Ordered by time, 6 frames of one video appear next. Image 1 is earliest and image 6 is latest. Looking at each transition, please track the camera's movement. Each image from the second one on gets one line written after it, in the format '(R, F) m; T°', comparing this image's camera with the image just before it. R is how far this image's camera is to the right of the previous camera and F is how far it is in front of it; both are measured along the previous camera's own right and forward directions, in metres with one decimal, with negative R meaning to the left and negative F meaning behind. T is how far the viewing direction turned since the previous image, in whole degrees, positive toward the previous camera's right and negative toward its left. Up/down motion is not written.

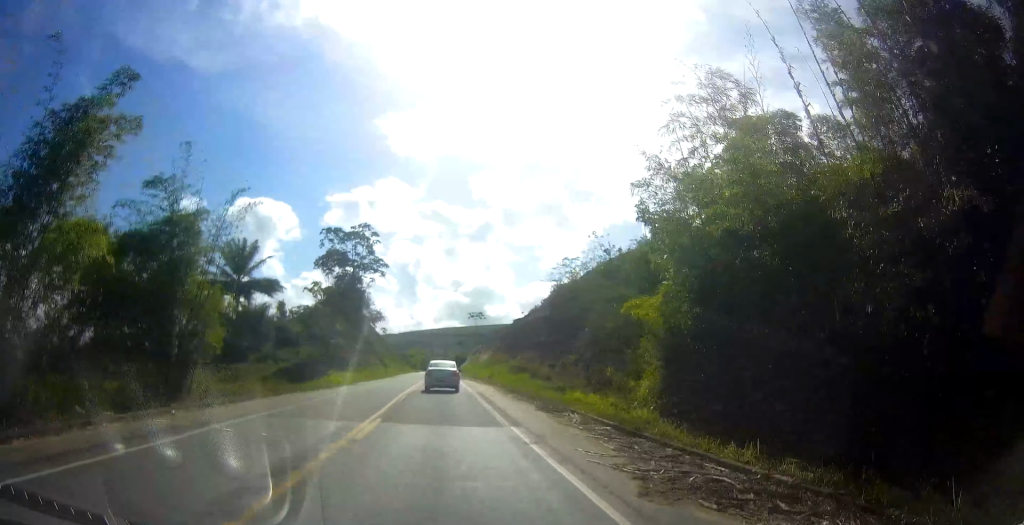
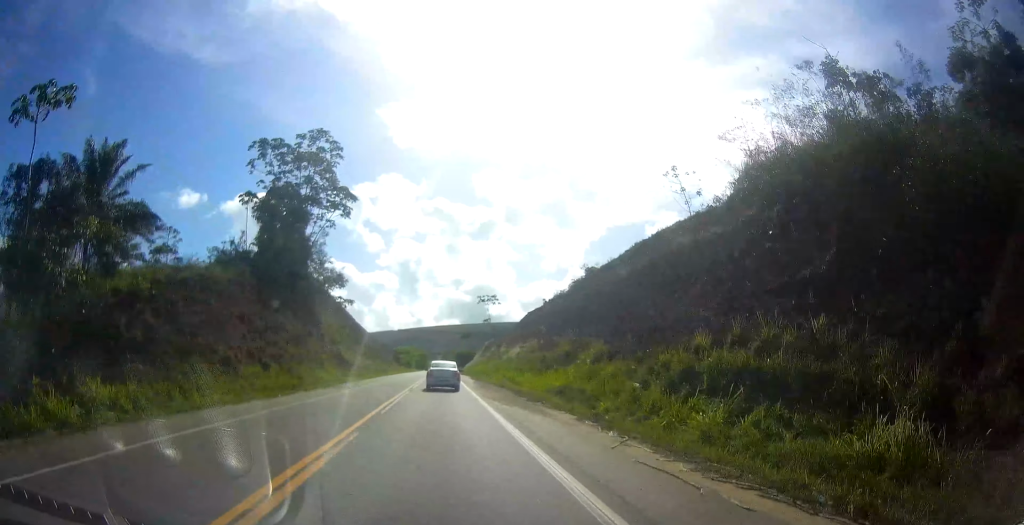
(+1.0, +38.2) m; +2°
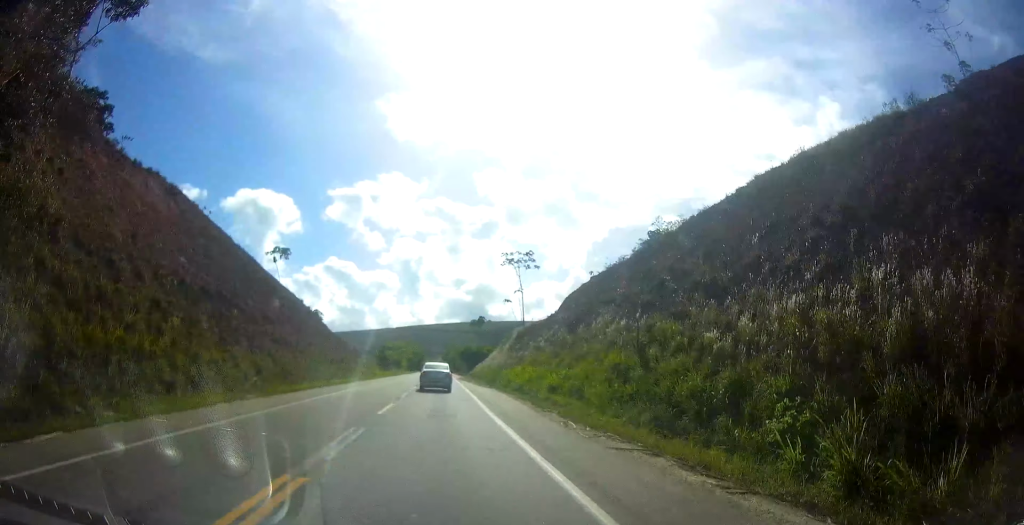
(+0.4, +47.3) m; +1°
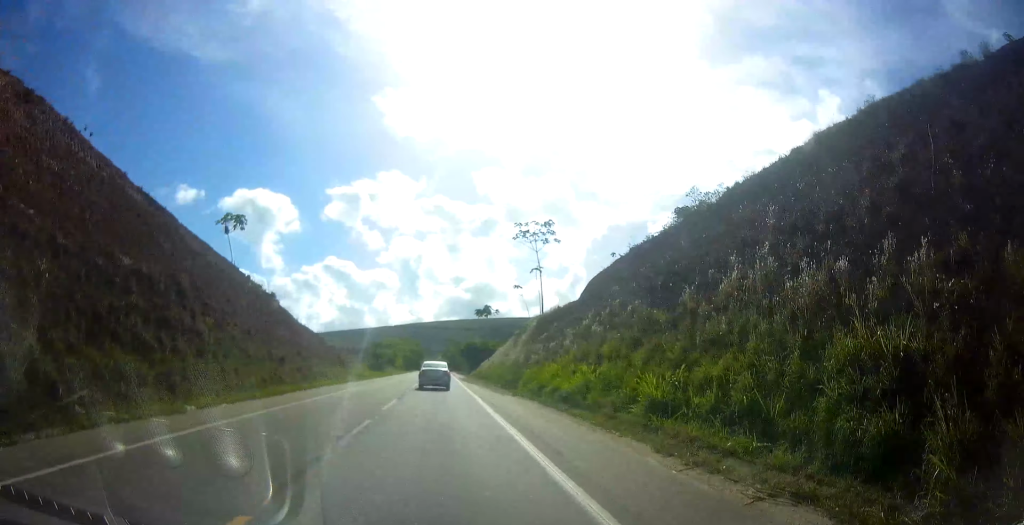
(+0.1, +14.4) m; 0°
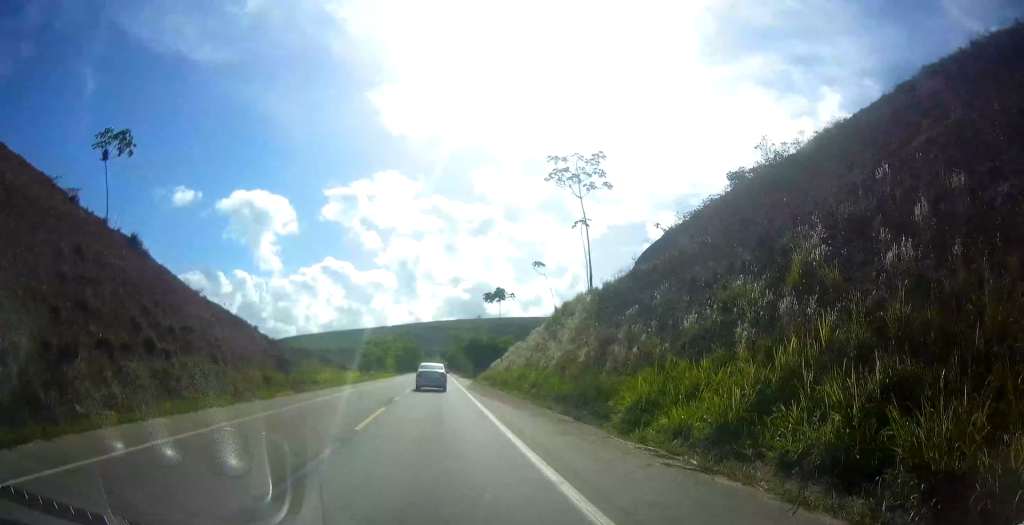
(+0.1, +19.9) m; 0°
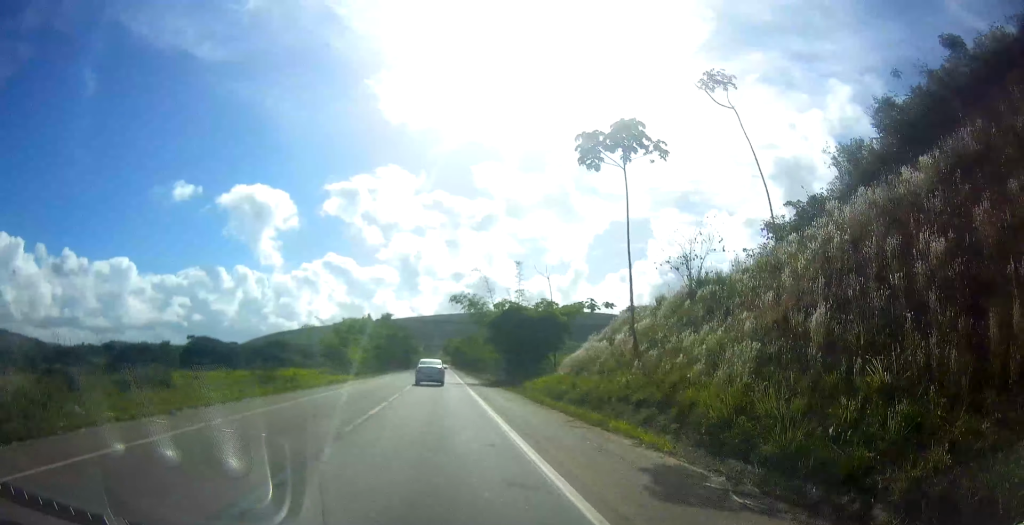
(+0.4, +44.3) m; +1°
